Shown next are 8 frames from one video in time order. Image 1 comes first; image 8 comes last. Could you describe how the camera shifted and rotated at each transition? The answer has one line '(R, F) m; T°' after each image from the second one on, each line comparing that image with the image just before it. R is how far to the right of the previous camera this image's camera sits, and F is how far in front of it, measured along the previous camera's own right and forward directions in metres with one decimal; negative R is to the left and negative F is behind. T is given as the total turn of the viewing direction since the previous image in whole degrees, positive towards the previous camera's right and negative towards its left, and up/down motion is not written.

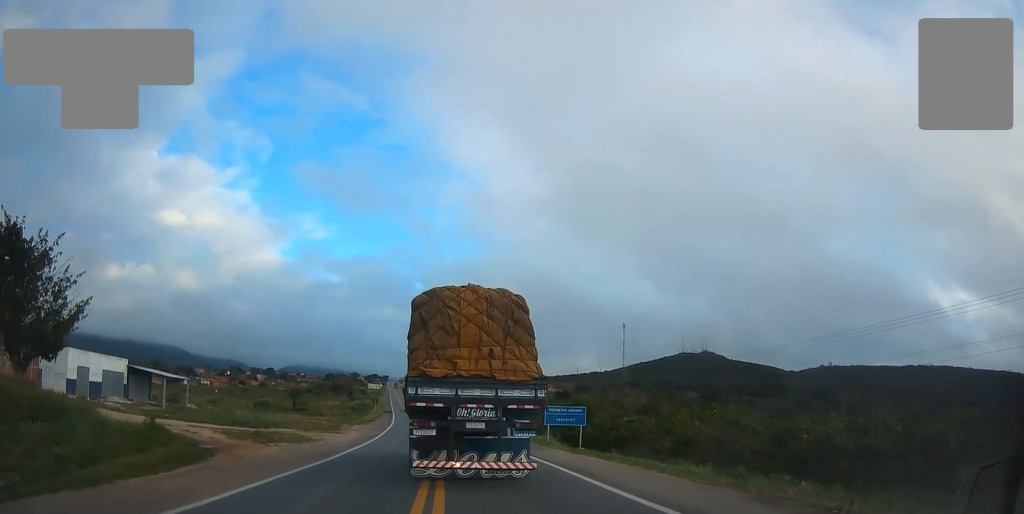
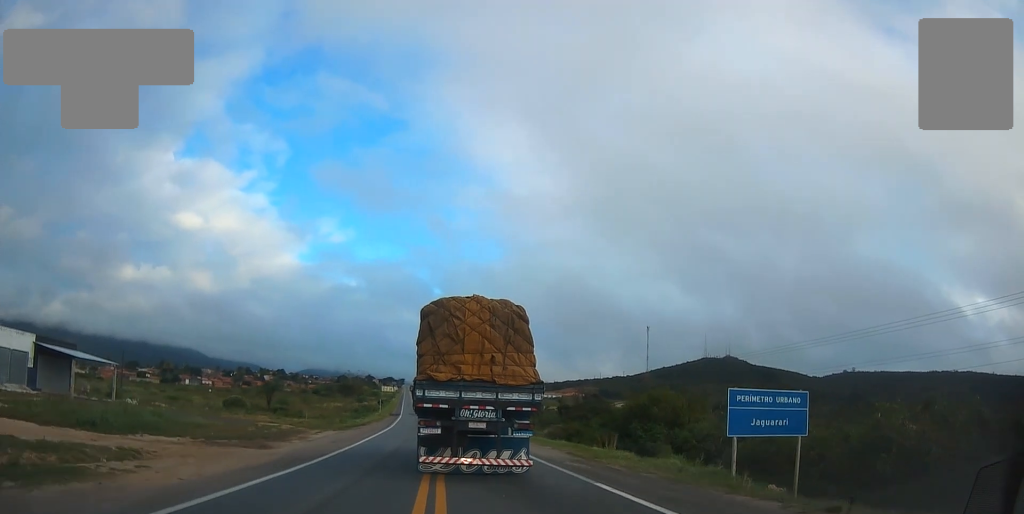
(-0.2, +21.5) m; -2°
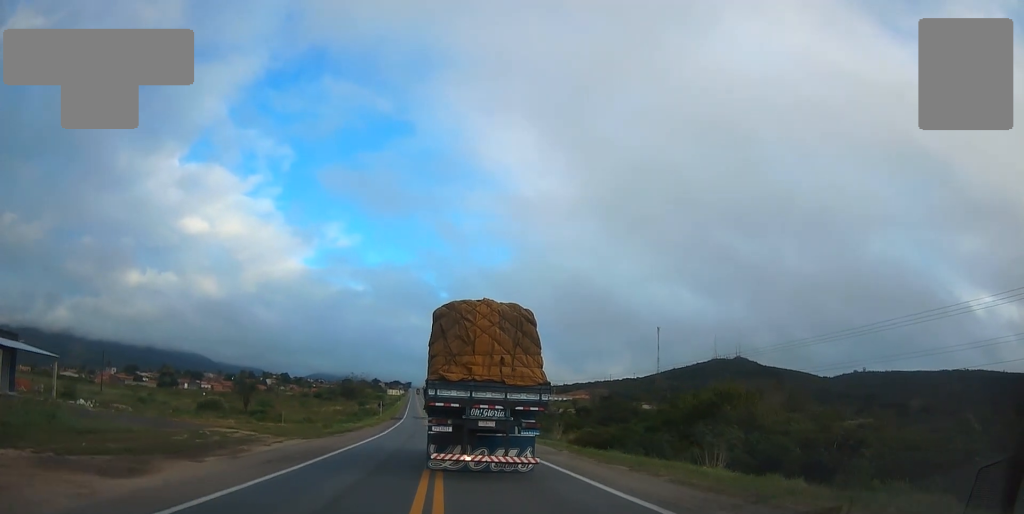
(-0.2, +11.0) m; -1°
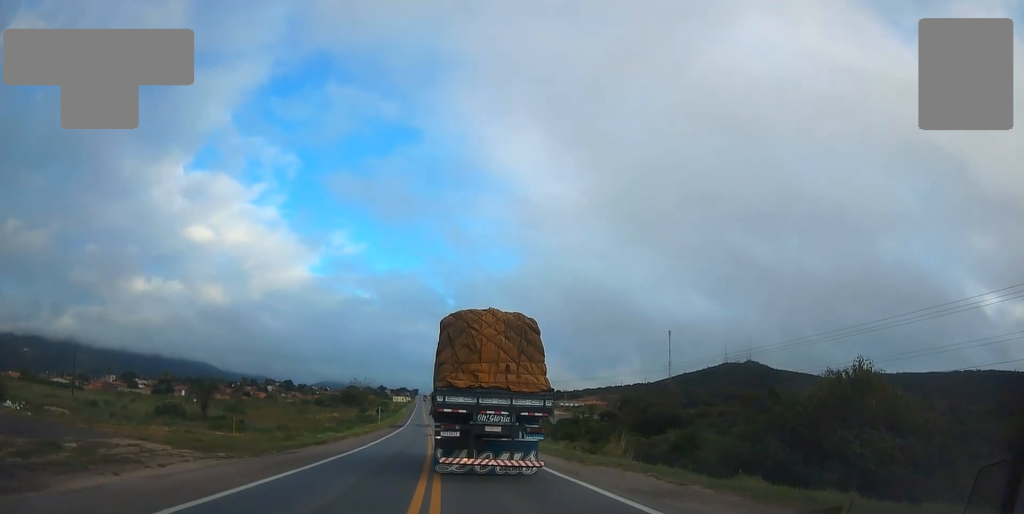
(0.0, +12.9) m; -1°
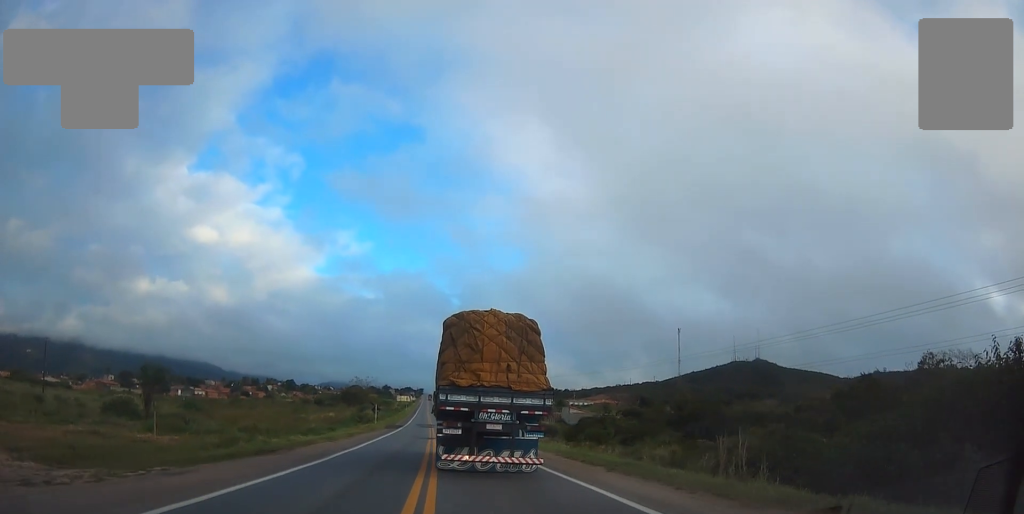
(-0.1, +11.1) m; 0°
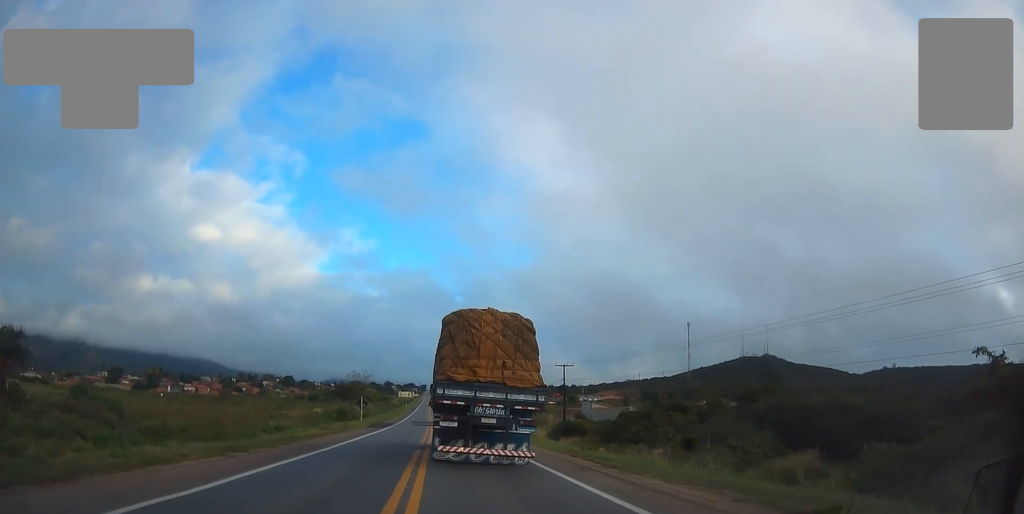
(-0.1, +16.4) m; 0°
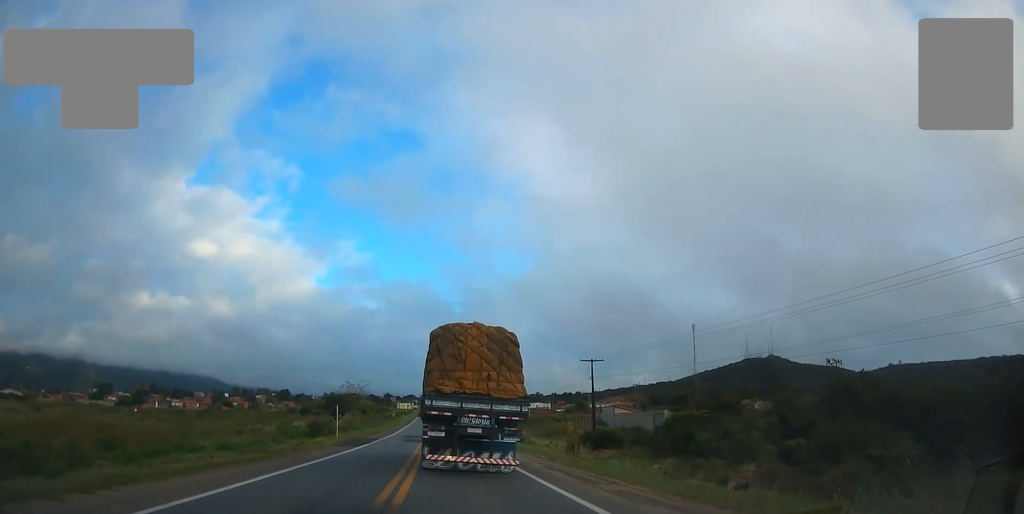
(+0.1, +14.8) m; 0°
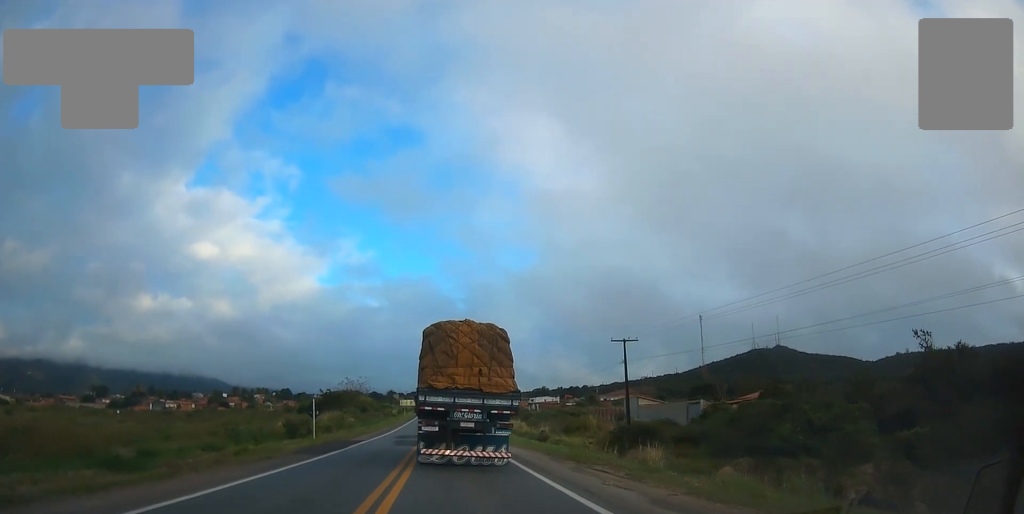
(-0.2, +10.3) m; -1°
